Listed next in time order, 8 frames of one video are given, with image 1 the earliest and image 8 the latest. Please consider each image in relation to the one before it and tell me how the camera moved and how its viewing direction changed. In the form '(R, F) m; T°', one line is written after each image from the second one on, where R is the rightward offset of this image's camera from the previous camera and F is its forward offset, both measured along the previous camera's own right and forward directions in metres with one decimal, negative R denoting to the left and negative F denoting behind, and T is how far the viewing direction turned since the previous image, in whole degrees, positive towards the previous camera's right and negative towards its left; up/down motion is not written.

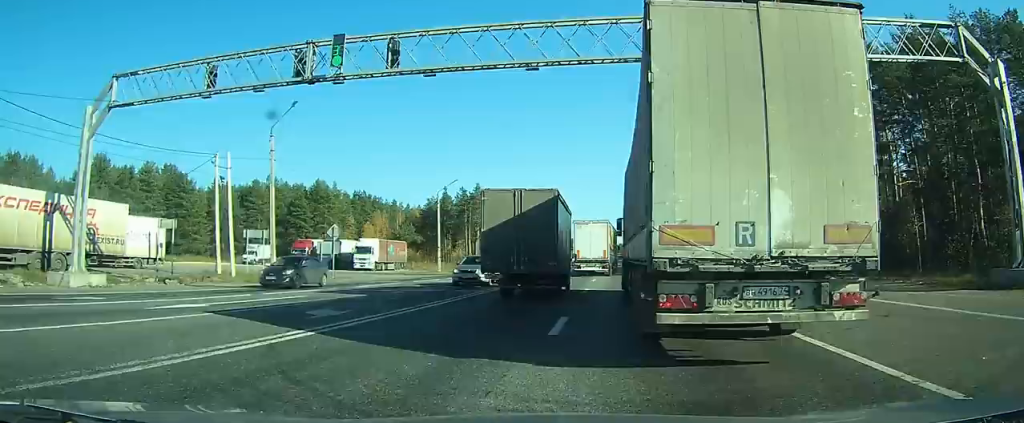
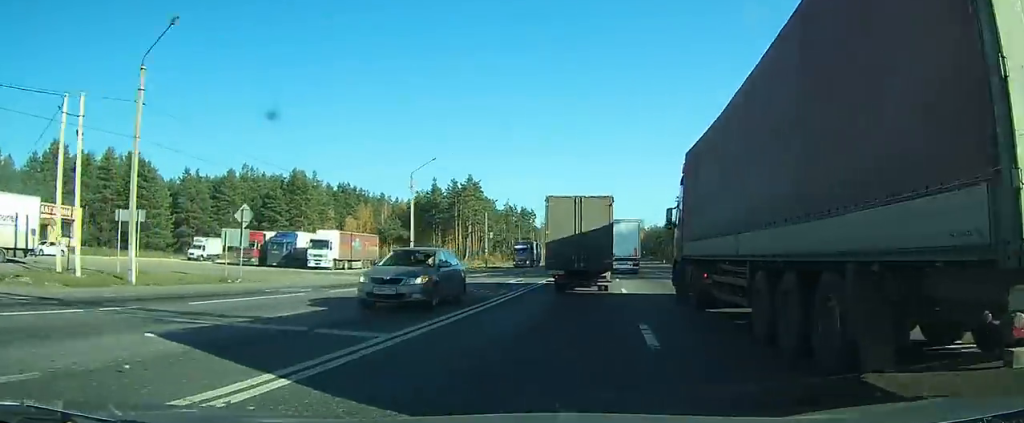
(-0.1, +14.4) m; 0°
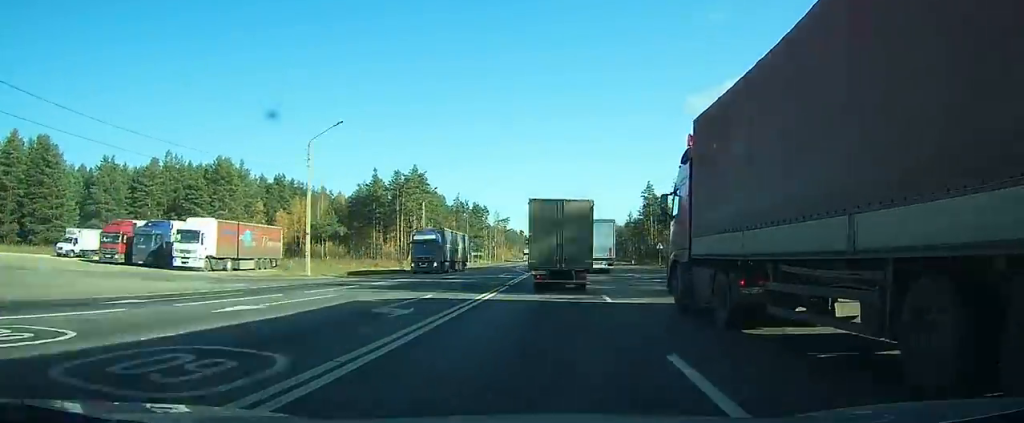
(-0.1, +15.9) m; 0°
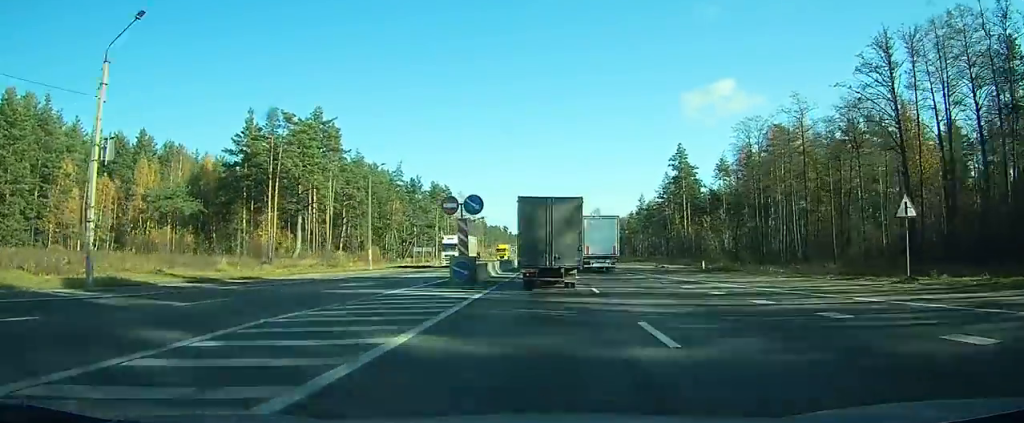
(+0.8, +57.1) m; +1°
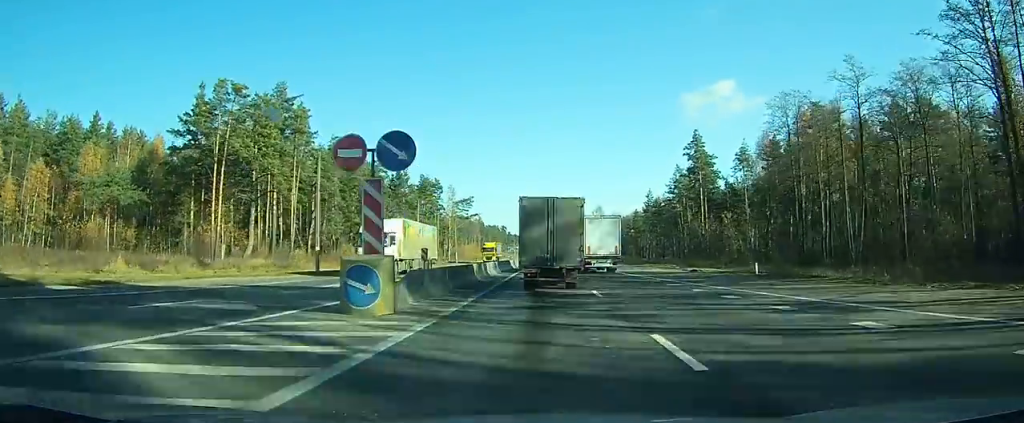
(0.0, +13.3) m; 0°
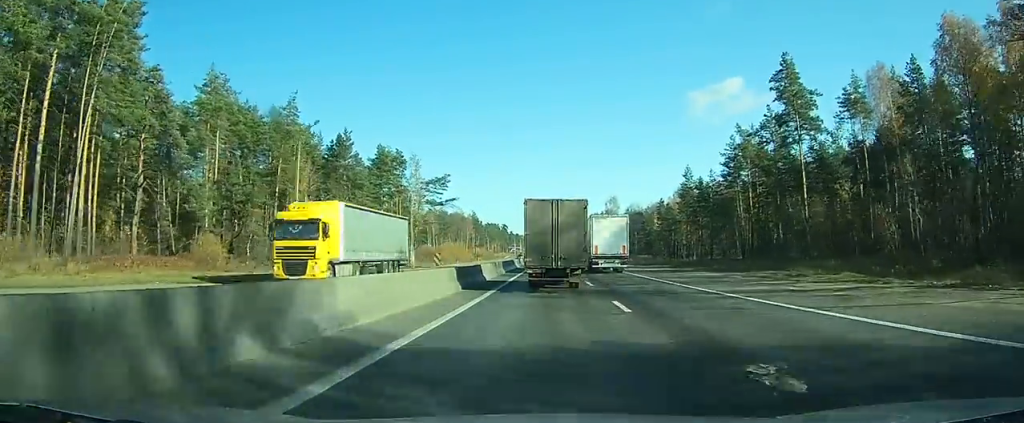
(+0.1, +40.0) m; 0°
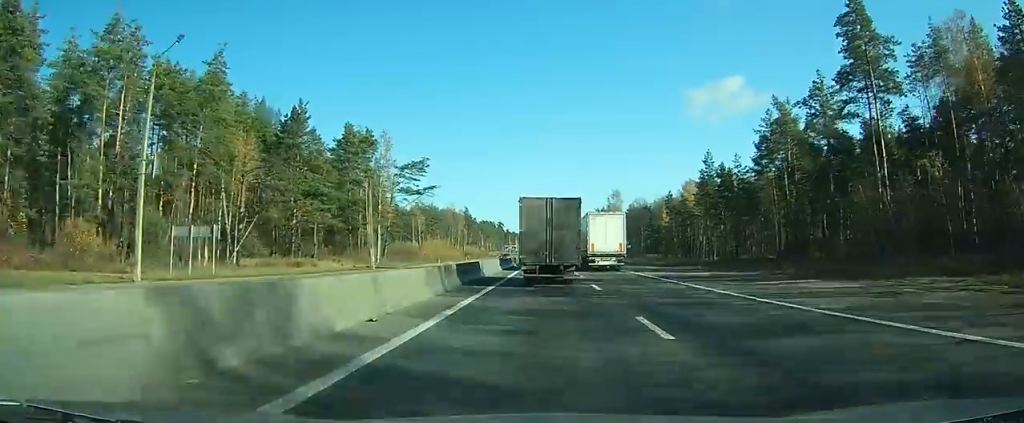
(0.0, +16.9) m; 0°
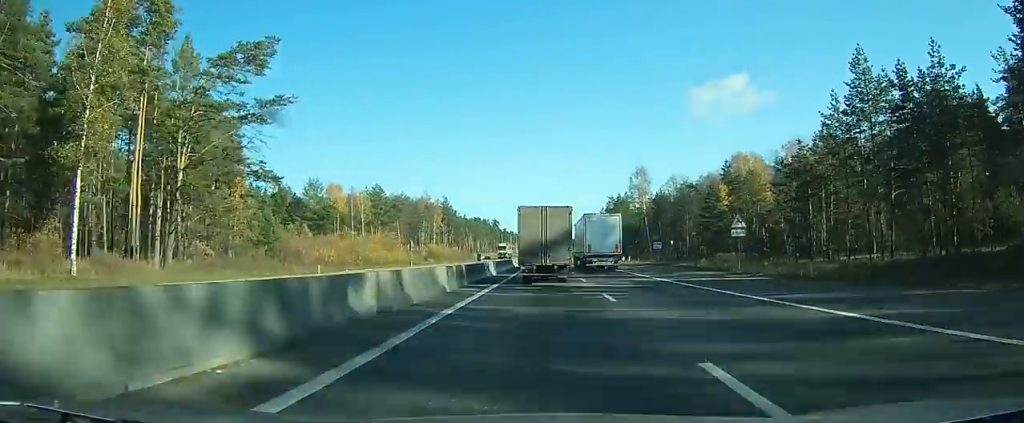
(-0.2, +56.6) m; -1°
